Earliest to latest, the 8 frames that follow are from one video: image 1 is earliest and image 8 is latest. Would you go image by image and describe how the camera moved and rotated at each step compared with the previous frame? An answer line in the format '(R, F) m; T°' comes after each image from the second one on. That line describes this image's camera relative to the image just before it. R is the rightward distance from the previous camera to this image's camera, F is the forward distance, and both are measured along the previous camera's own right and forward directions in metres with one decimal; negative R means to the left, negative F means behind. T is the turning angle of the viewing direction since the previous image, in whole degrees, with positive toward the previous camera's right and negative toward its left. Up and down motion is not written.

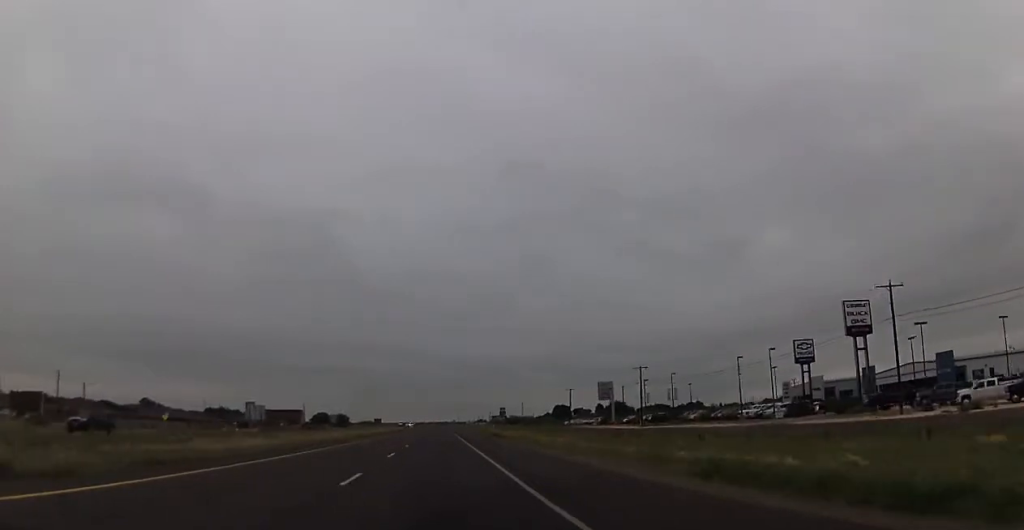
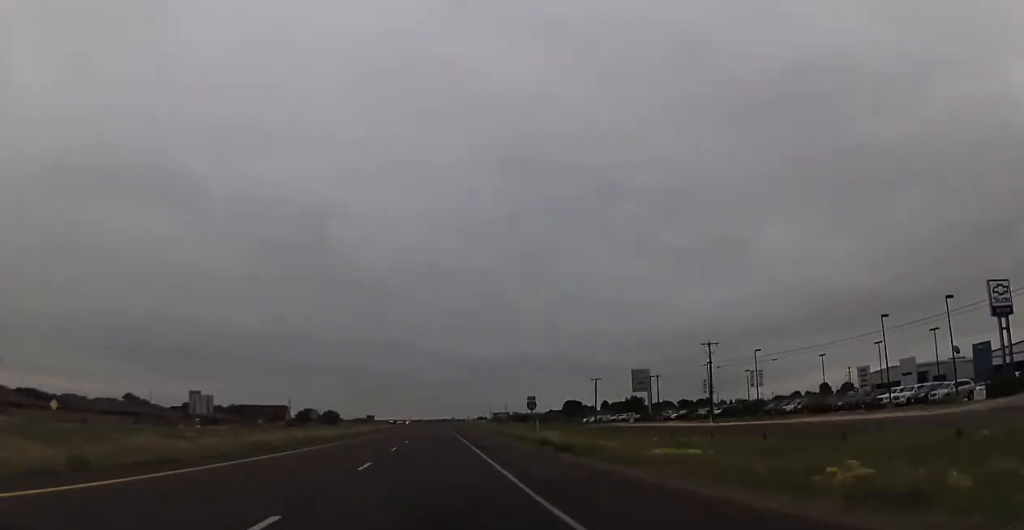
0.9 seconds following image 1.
(0.0, +32.4) m; 0°
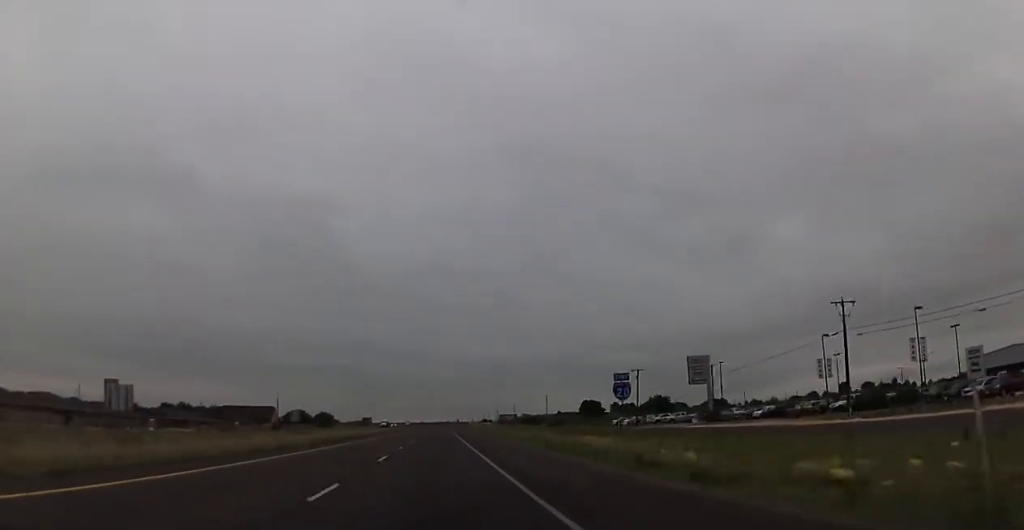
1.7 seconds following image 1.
(0.0, +31.1) m; 0°
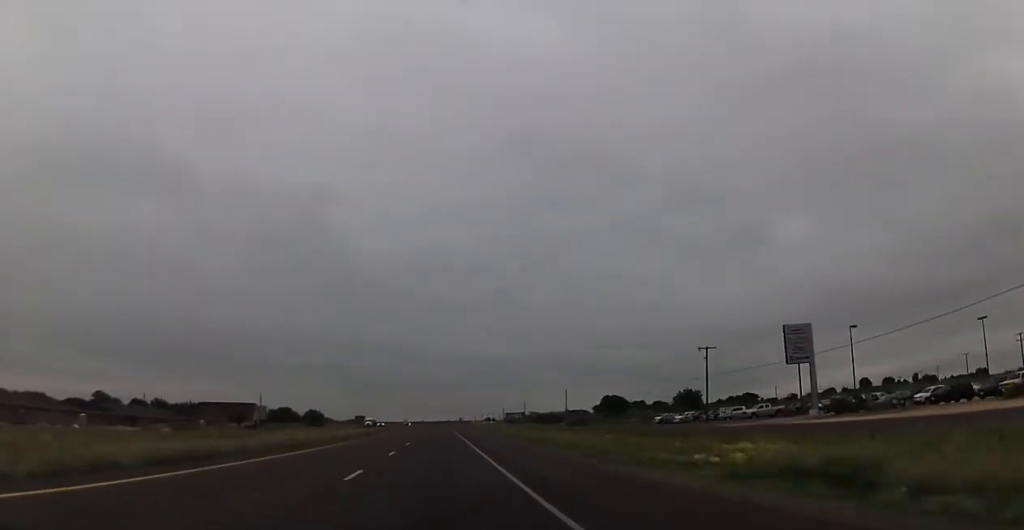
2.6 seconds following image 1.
(-0.1, +32.3) m; -1°
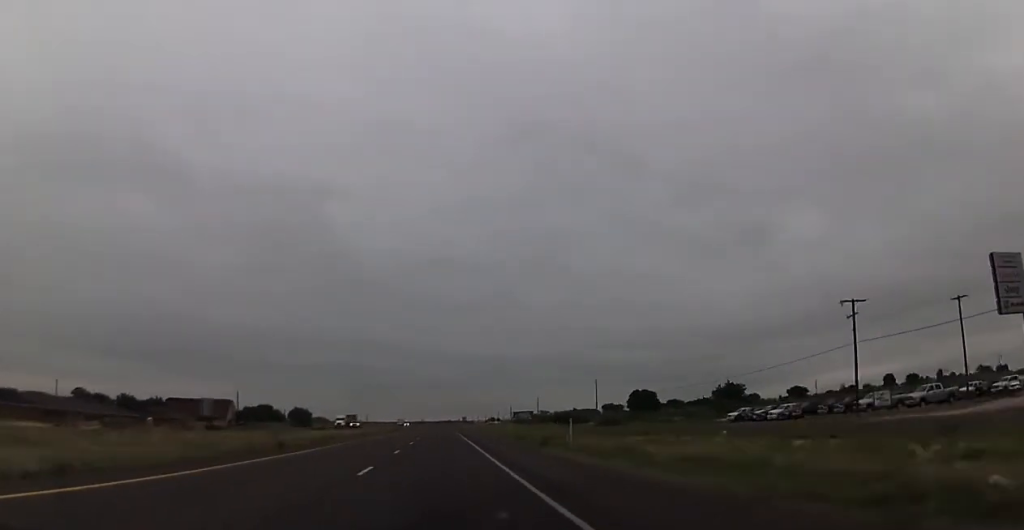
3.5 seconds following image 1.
(-0.3, +34.7) m; 0°
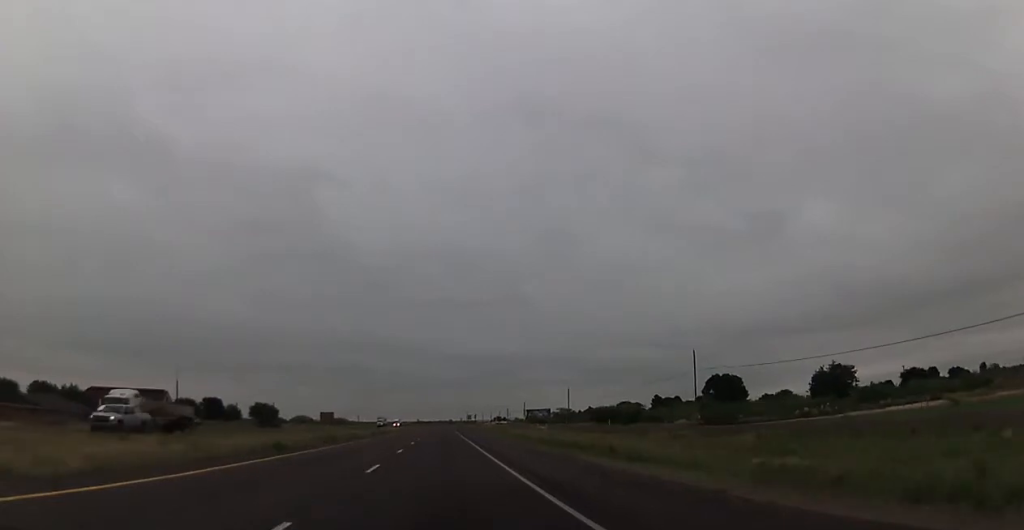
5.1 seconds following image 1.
(+0.7, +59.4) m; +1°
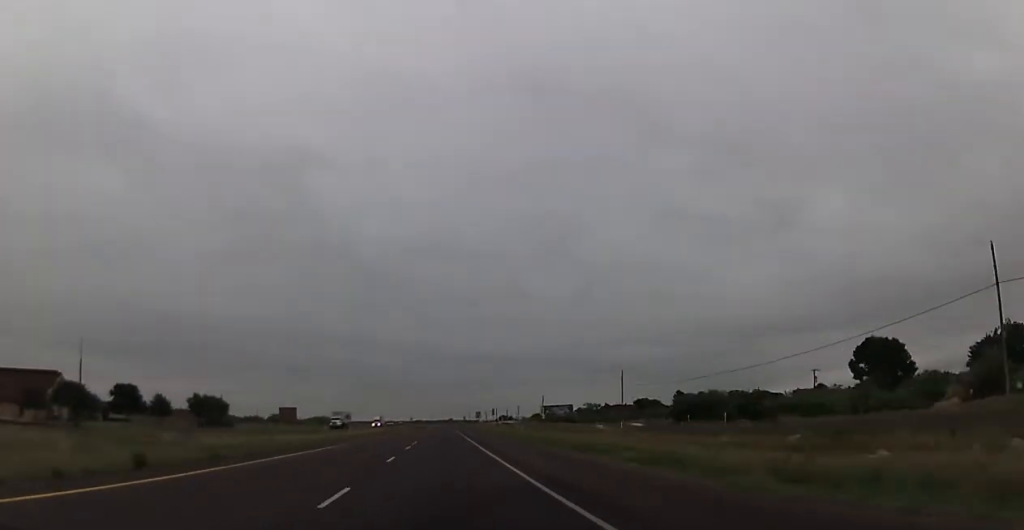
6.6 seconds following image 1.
(-0.2, +55.8) m; -1°
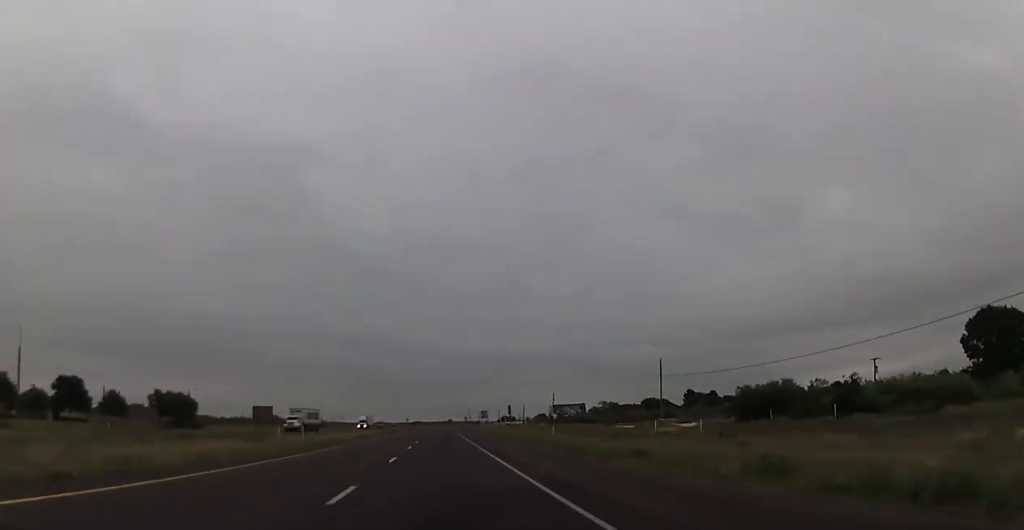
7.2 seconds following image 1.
(-0.2, +23.6) m; 0°
